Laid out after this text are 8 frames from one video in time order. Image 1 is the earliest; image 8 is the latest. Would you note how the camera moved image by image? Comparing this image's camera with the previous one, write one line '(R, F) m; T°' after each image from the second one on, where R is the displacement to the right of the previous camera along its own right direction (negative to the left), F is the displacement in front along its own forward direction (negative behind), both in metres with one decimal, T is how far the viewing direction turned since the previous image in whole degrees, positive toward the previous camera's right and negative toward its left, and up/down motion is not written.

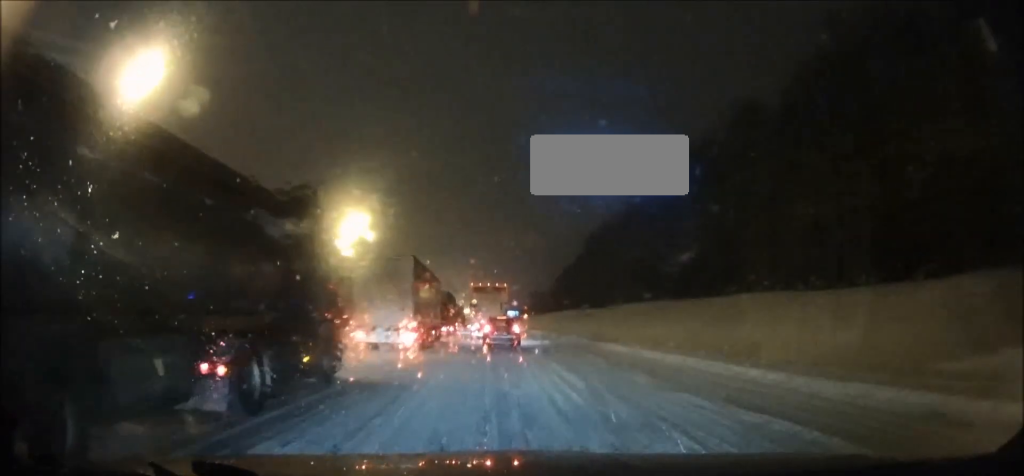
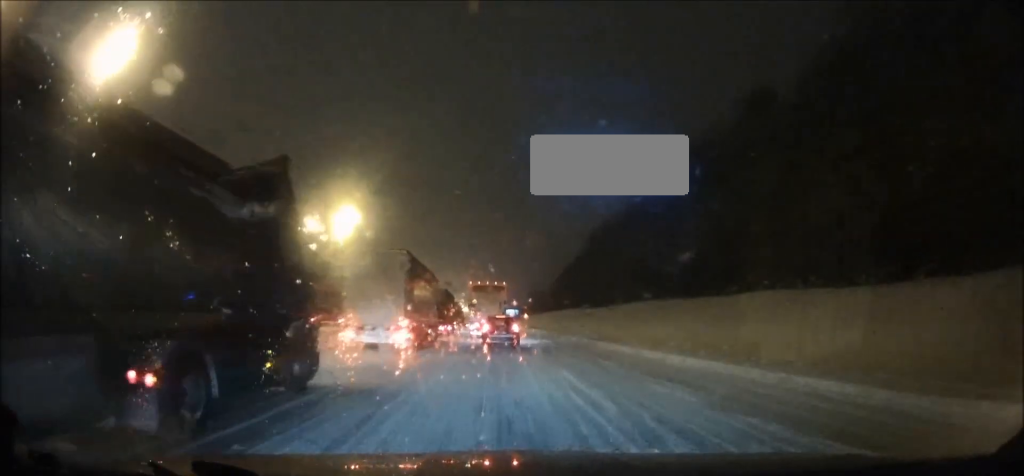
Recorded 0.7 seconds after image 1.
(0.0, +2.7) m; +1°
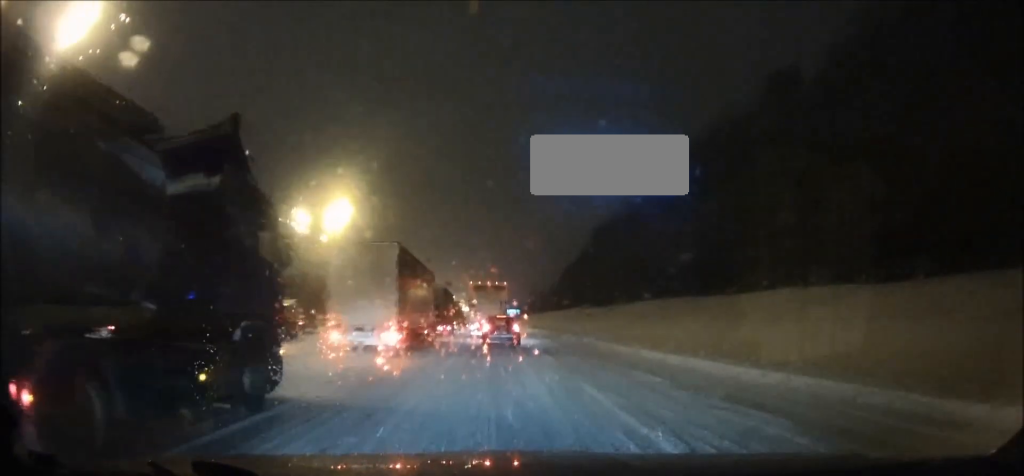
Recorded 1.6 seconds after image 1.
(0.0, +3.5) m; 0°
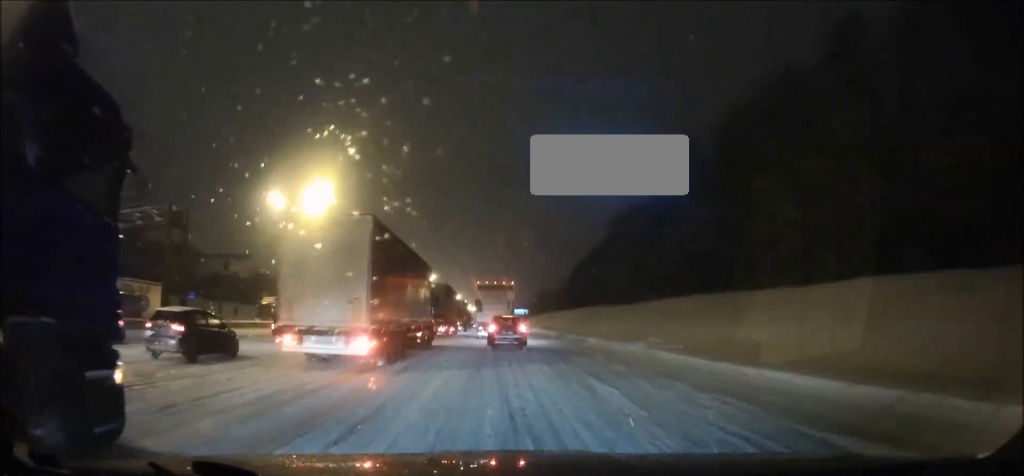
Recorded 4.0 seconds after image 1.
(-0.1, +8.8) m; -1°
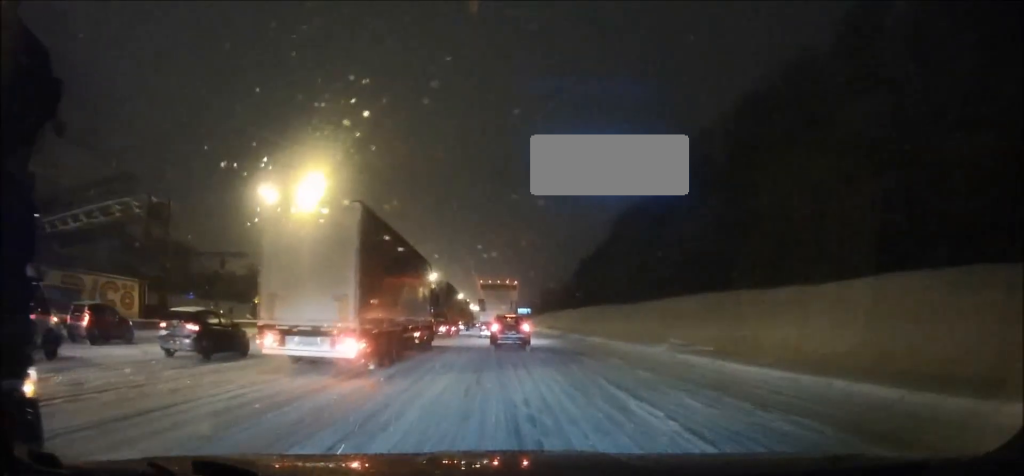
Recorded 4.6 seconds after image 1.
(0.0, +2.5) m; -1°
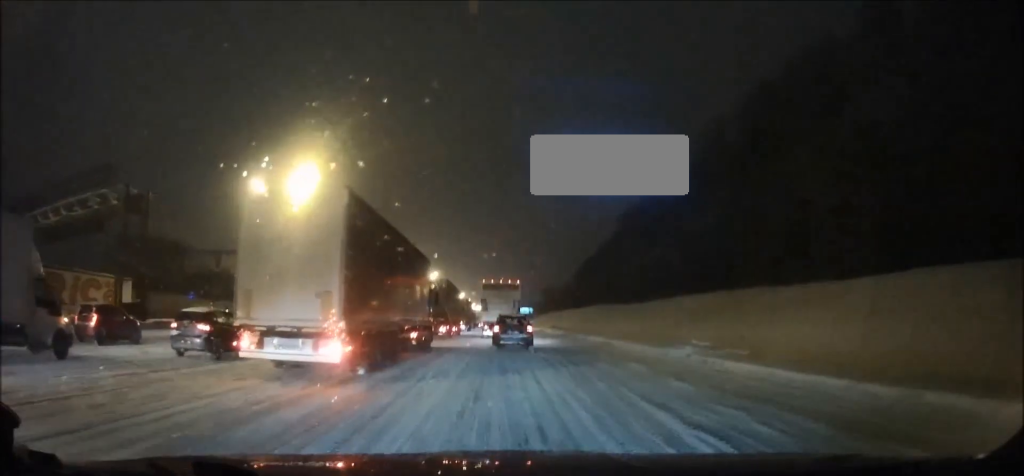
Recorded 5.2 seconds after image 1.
(0.0, +2.4) m; -2°
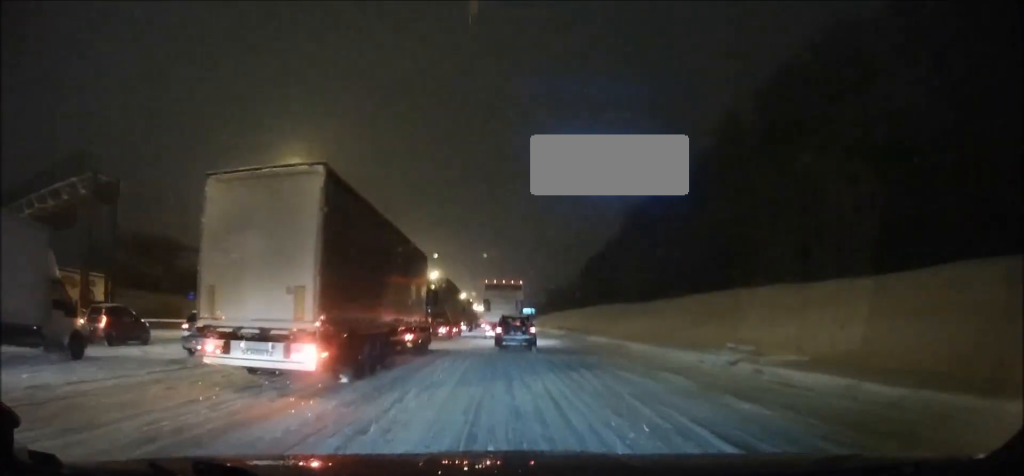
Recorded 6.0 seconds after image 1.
(-0.1, +3.0) m; -1°
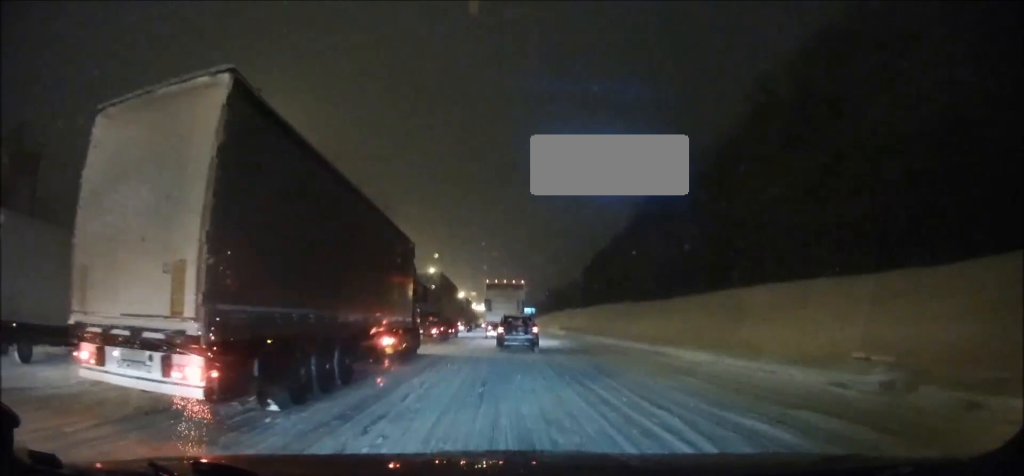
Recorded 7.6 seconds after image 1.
(+0.2, +6.7) m; +3°
